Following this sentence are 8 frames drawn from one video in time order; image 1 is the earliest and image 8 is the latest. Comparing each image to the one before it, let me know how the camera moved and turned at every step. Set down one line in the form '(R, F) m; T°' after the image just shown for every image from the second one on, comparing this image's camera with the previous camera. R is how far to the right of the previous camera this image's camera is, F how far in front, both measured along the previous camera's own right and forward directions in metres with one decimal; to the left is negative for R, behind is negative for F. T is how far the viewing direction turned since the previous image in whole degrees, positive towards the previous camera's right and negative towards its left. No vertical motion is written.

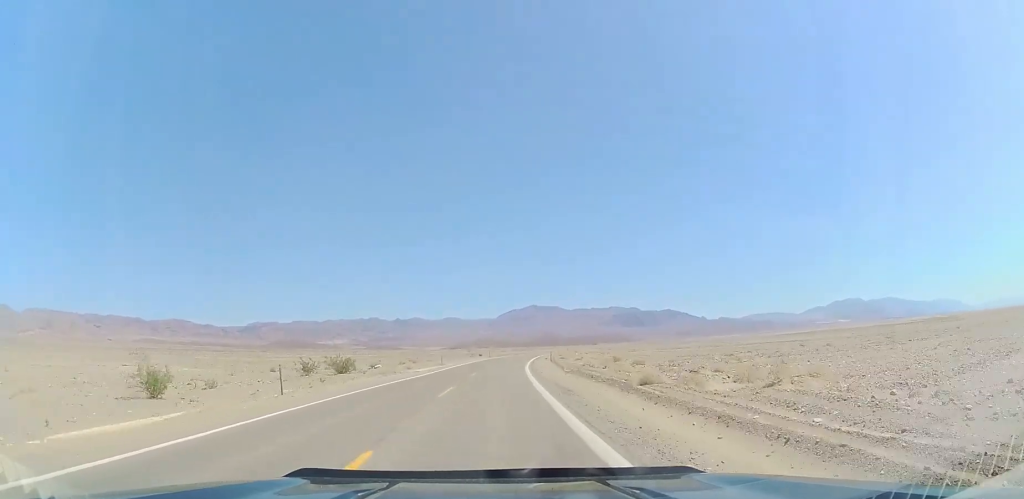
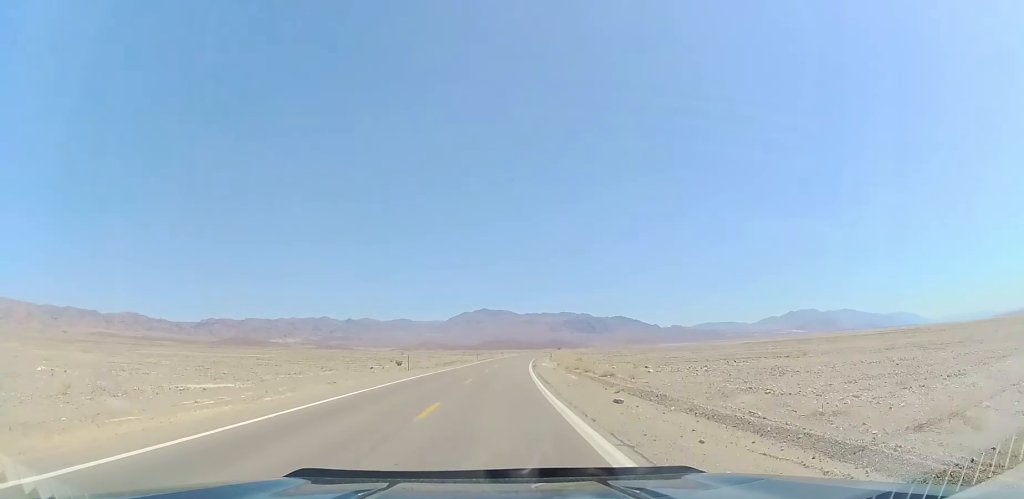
(+2.4, +64.6) m; +5°
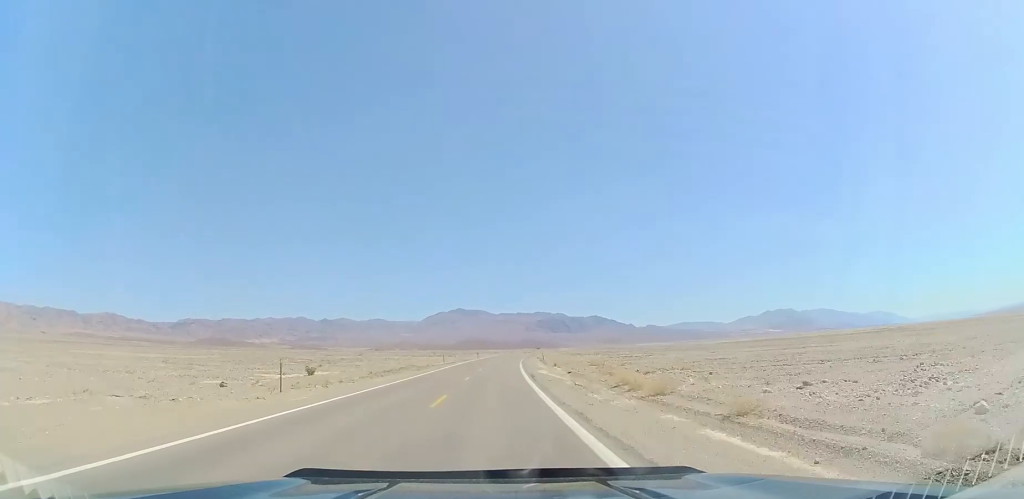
(+0.6, +25.9) m; +2°
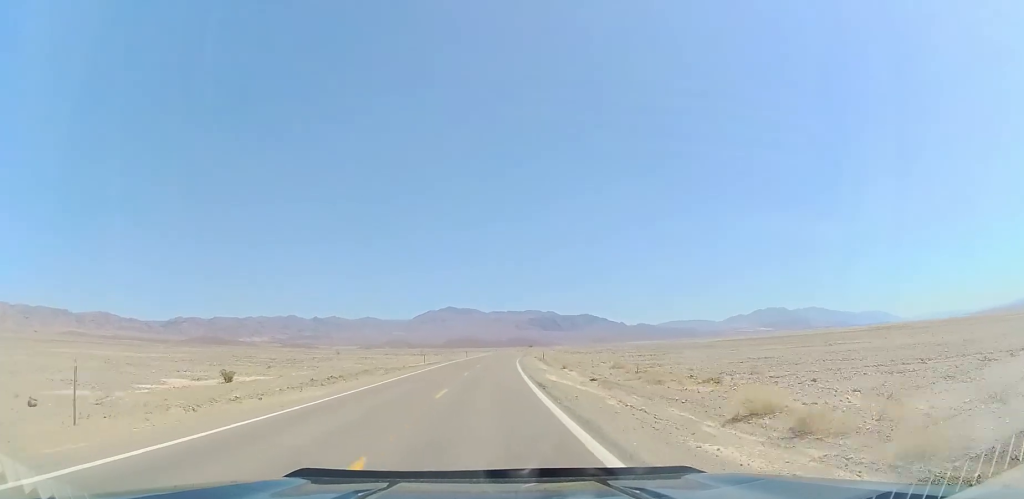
(-0.1, +12.4) m; +1°
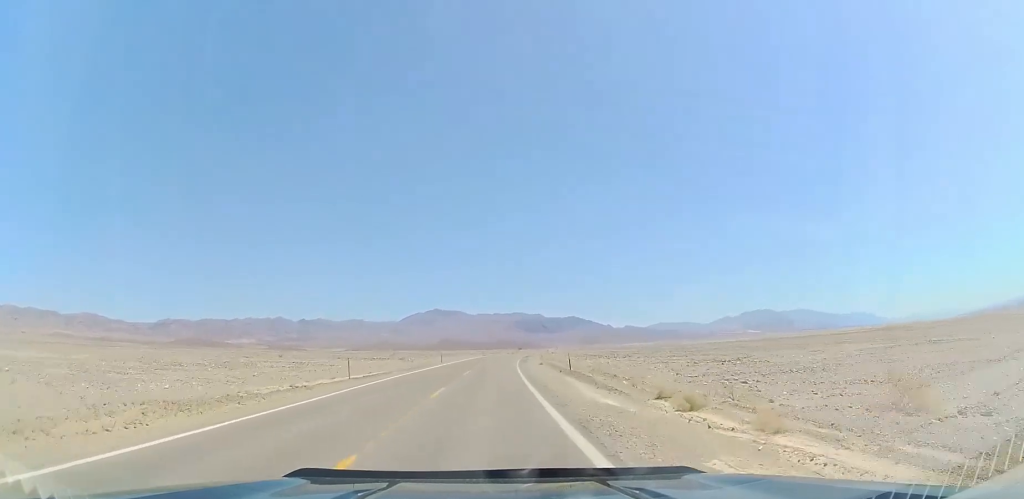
(+0.5, +28.8) m; +3°
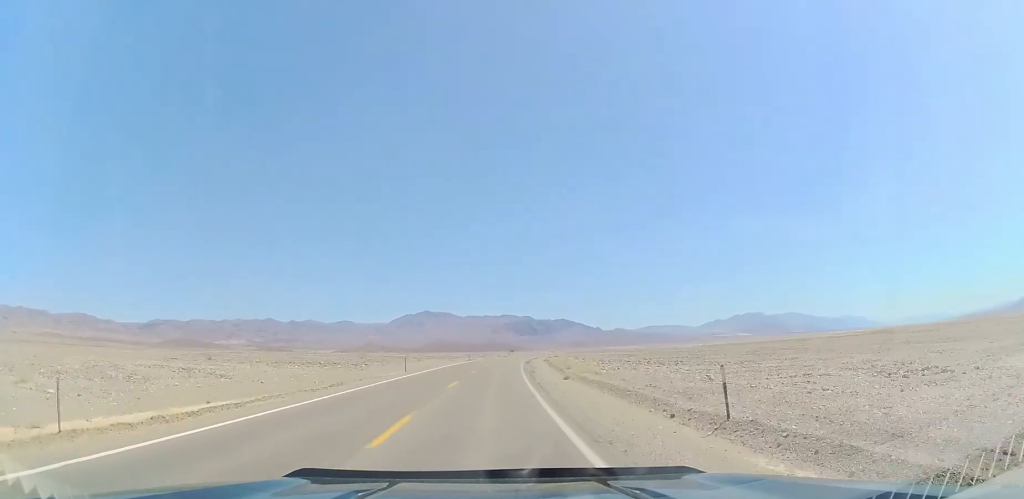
(+0.6, +23.6) m; +2°
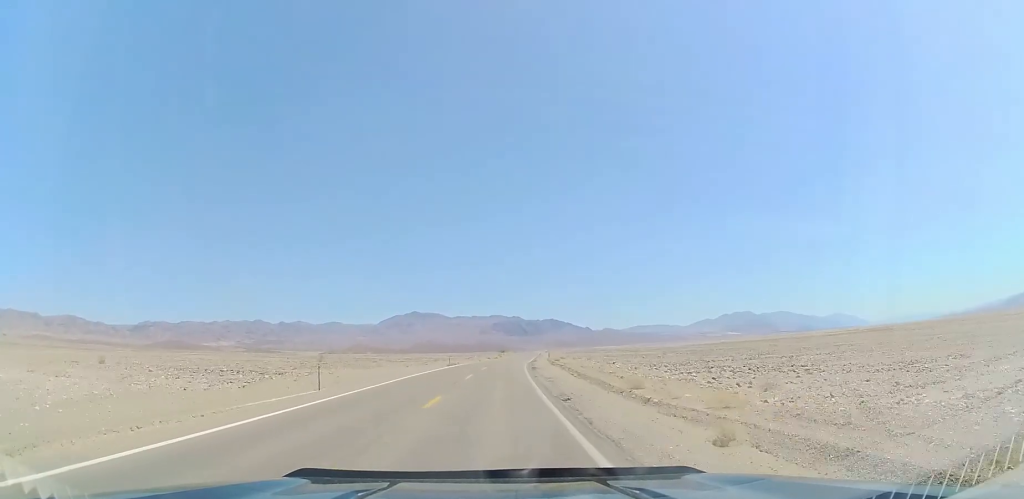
(+0.5, +22.7) m; +1°
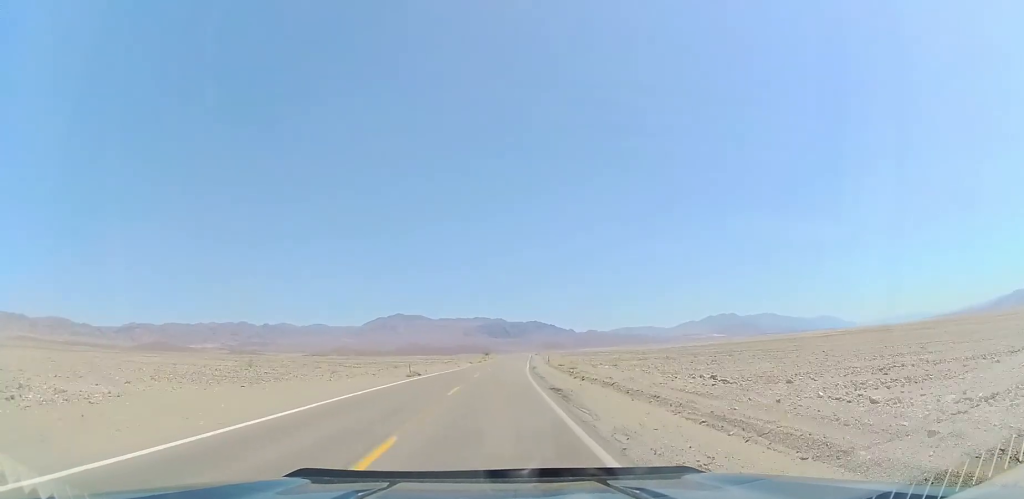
(-0.2, +23.8) m; 0°
